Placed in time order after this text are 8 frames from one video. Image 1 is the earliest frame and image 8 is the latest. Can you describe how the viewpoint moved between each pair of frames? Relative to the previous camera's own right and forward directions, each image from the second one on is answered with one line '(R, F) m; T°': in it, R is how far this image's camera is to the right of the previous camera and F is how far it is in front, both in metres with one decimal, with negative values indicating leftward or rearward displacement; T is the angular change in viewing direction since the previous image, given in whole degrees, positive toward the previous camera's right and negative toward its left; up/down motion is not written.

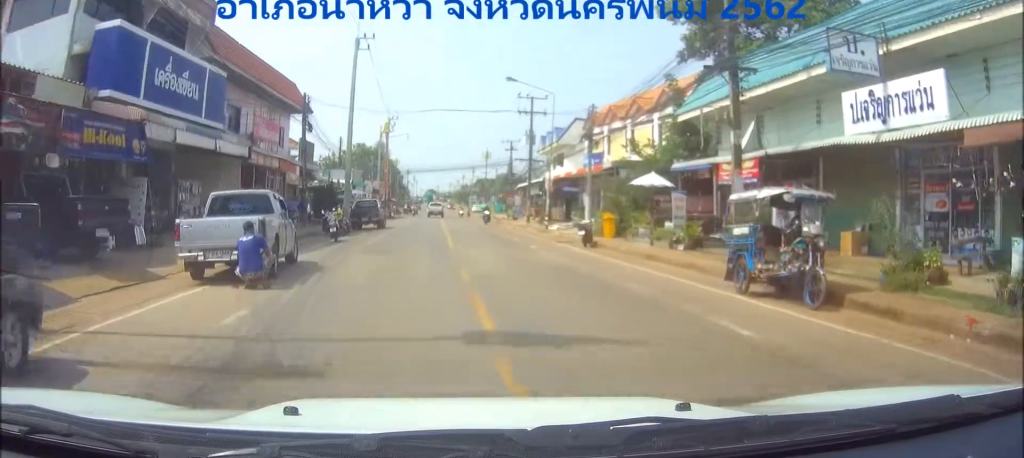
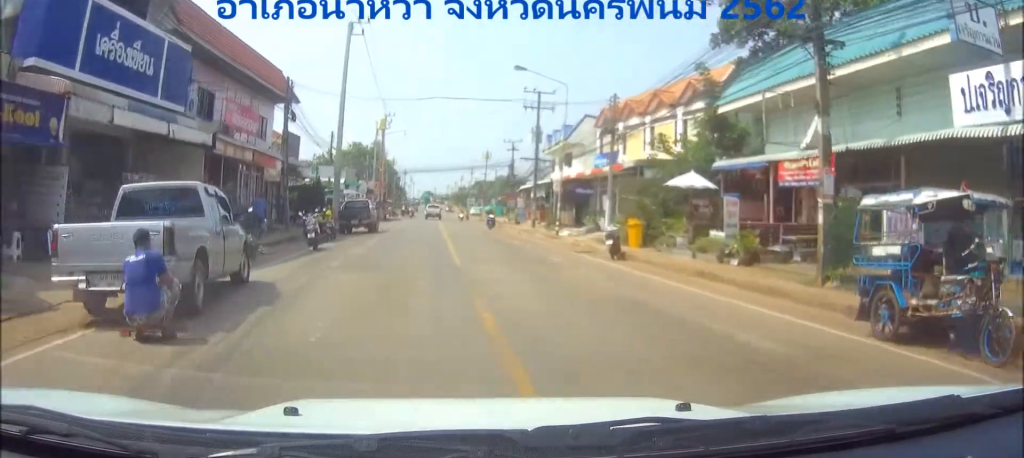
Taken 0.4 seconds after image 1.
(0.0, +3.7) m; 0°
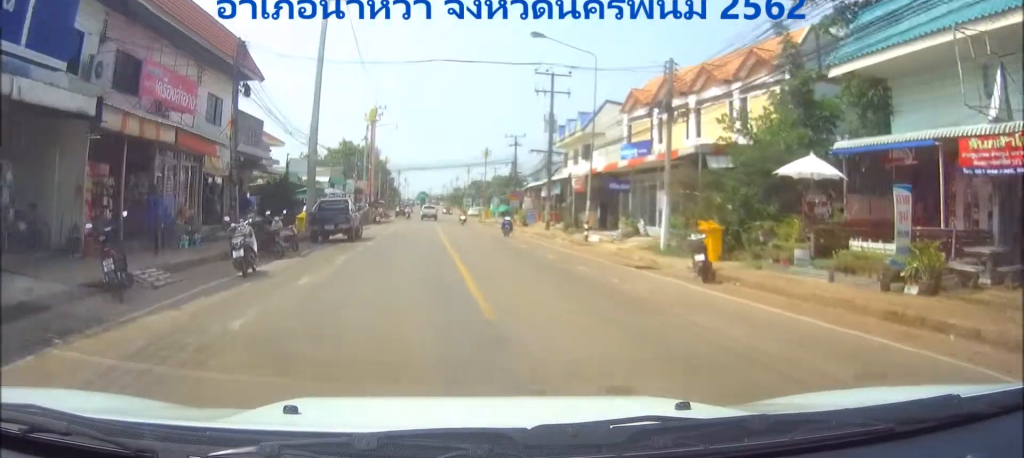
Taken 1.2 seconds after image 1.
(0.0, +7.3) m; 0°
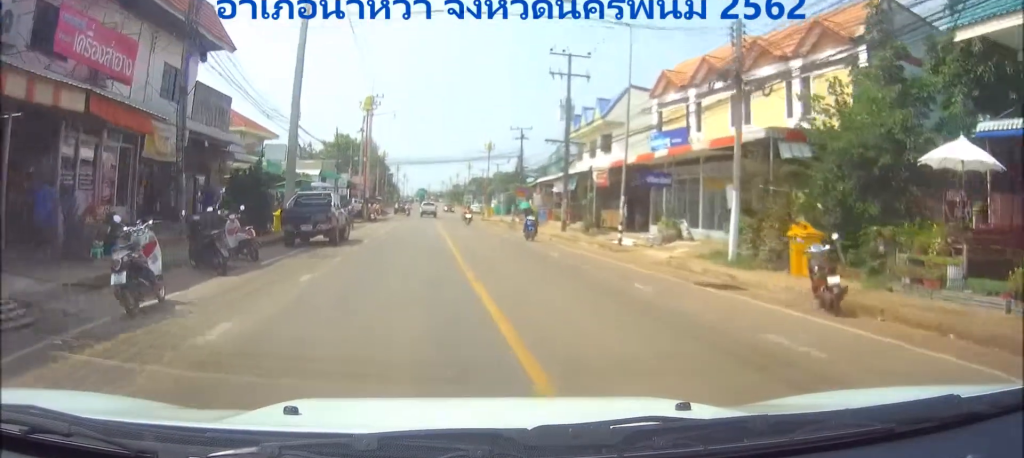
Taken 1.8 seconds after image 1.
(0.0, +5.2) m; 0°
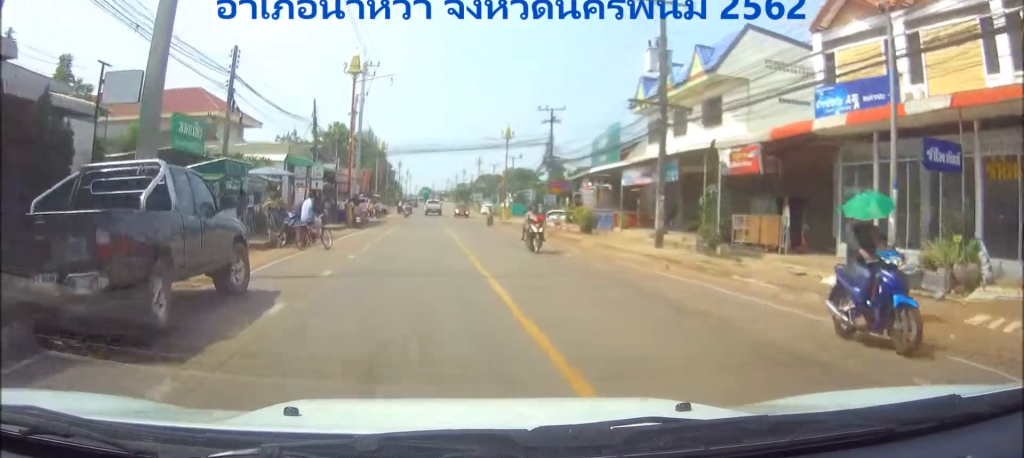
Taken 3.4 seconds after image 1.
(0.0, +15.1) m; 0°
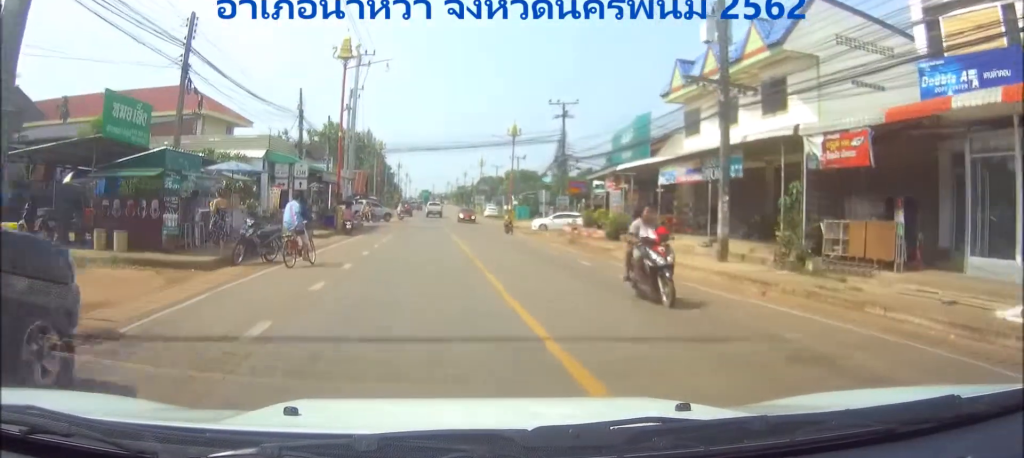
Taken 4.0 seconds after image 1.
(0.0, +5.1) m; 0°
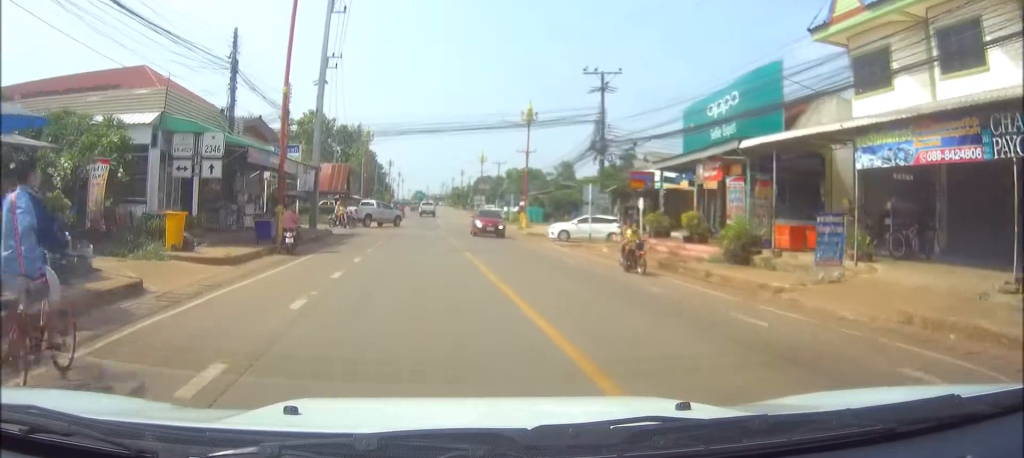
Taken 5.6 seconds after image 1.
(0.0, +14.1) m; 0°
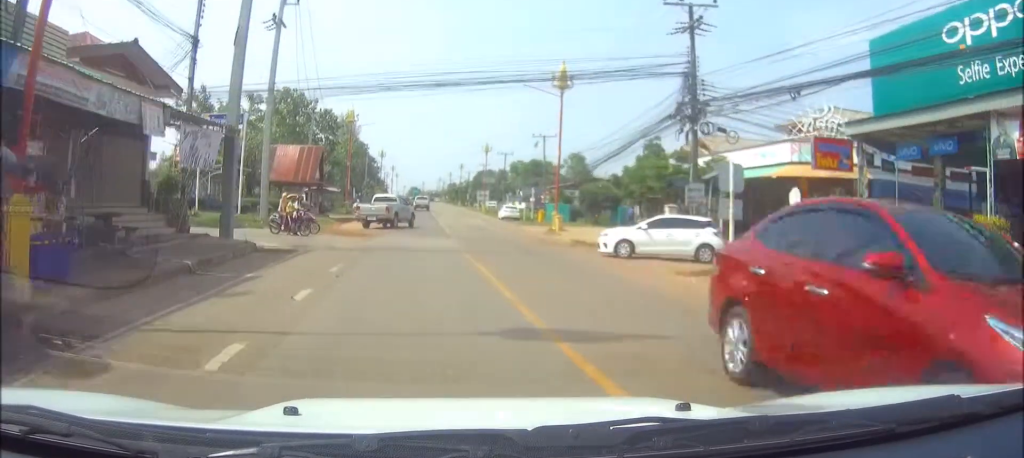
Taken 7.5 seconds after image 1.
(0.0, +16.1) m; 0°
